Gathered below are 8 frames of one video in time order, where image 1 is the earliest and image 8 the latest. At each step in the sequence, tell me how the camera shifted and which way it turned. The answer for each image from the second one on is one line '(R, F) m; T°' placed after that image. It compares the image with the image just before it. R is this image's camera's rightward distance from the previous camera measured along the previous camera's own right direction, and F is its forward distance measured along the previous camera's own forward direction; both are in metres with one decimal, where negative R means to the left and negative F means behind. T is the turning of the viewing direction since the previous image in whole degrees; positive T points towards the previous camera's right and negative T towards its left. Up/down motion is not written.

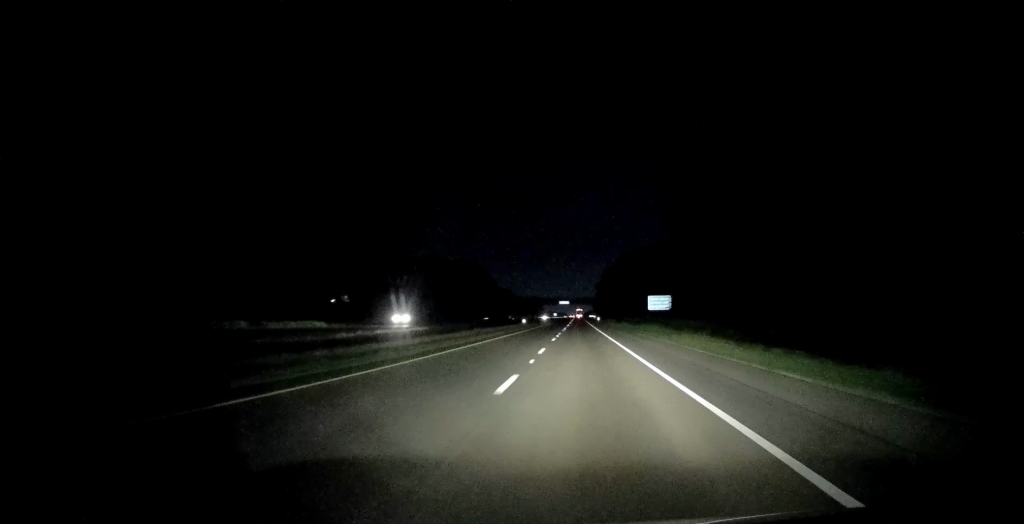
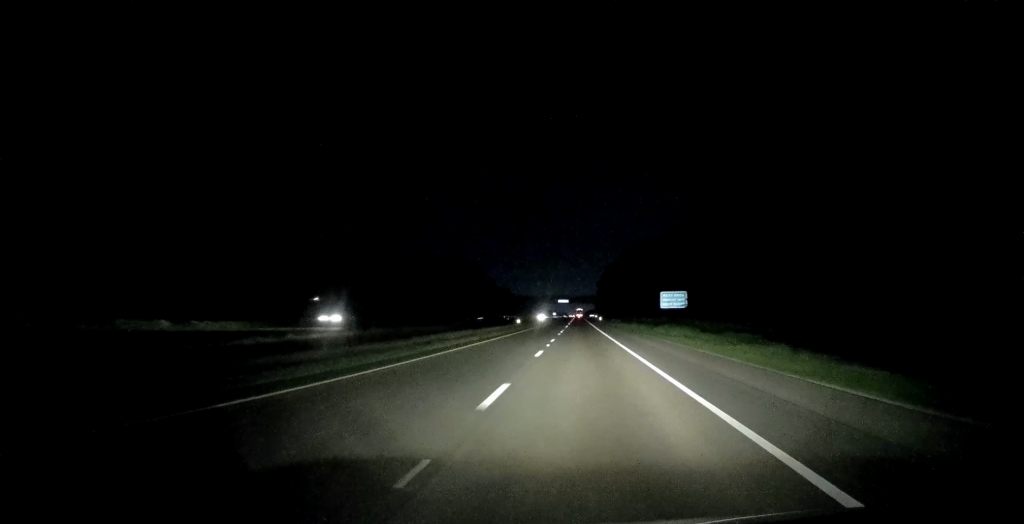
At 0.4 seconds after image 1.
(+0.3, +14.1) m; 0°
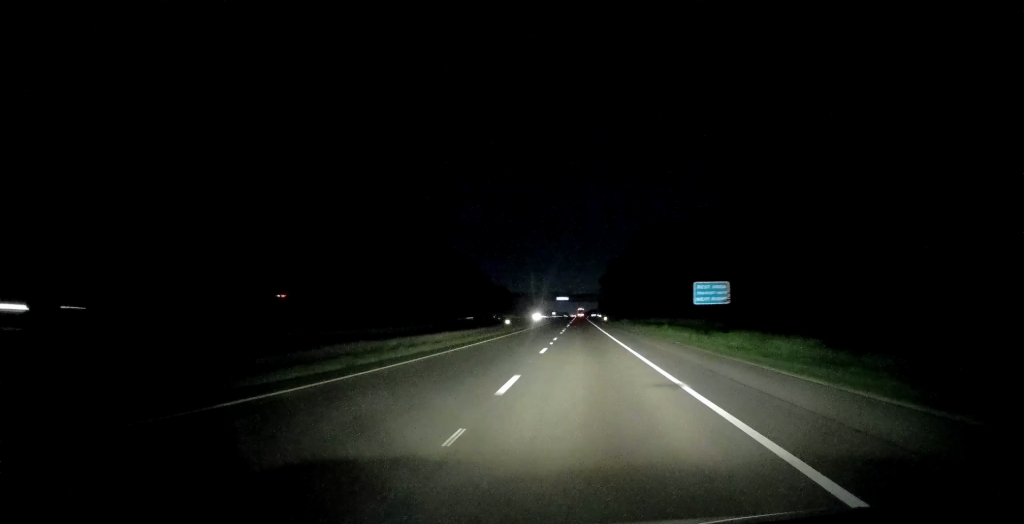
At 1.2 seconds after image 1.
(-0.4, +23.7) m; -1°
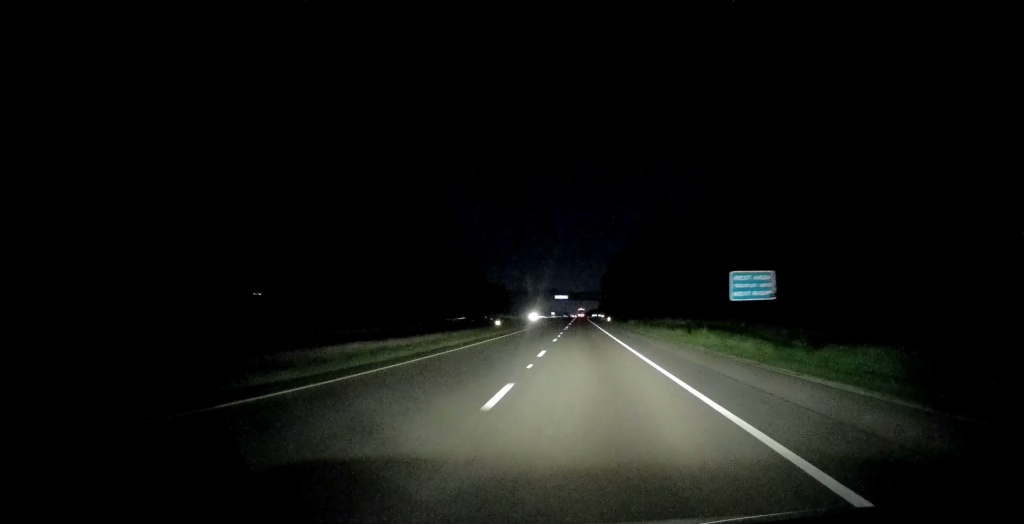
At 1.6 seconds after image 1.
(-0.2, +14.0) m; -1°
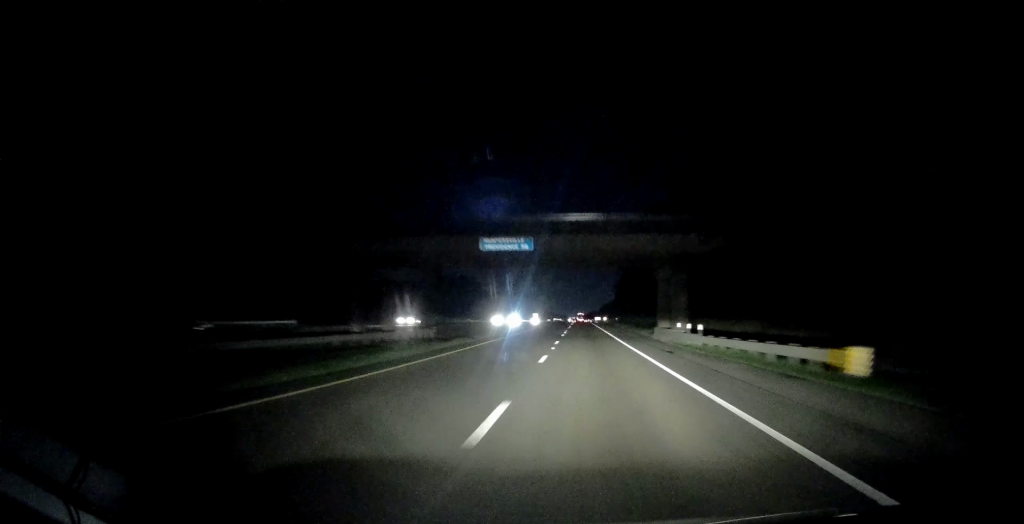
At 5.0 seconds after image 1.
(+1.9, +111.0) m; +1°
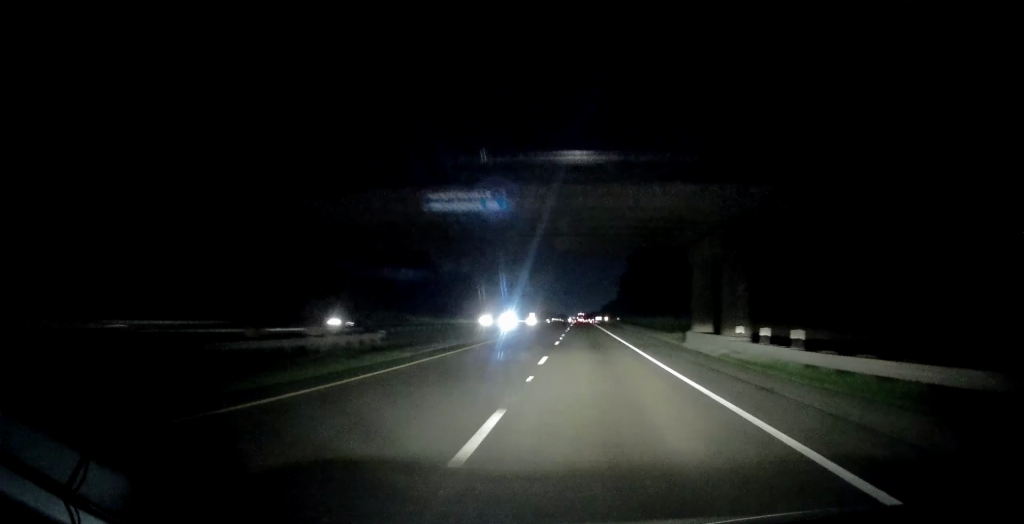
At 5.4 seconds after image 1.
(0.0, +13.0) m; 0°
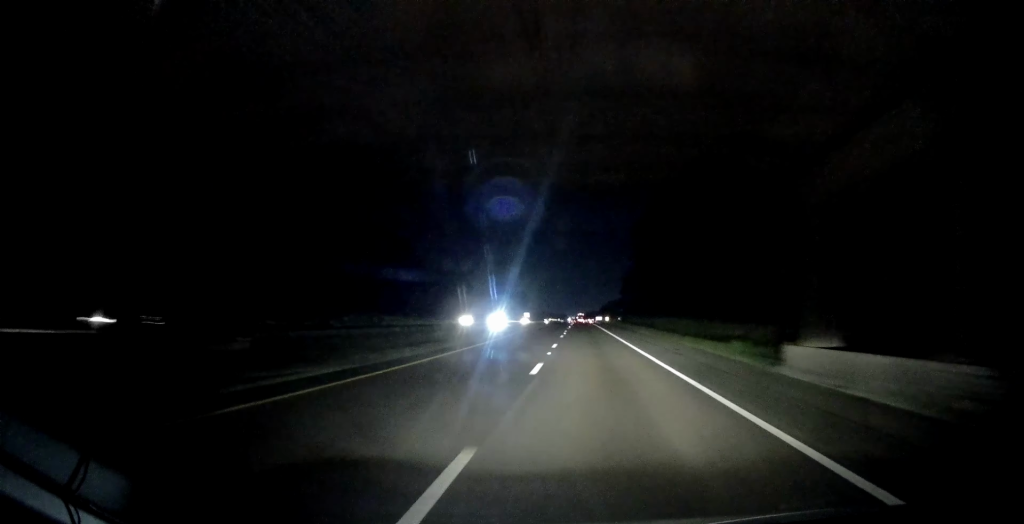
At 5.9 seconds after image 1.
(0.0, +15.1) m; 0°
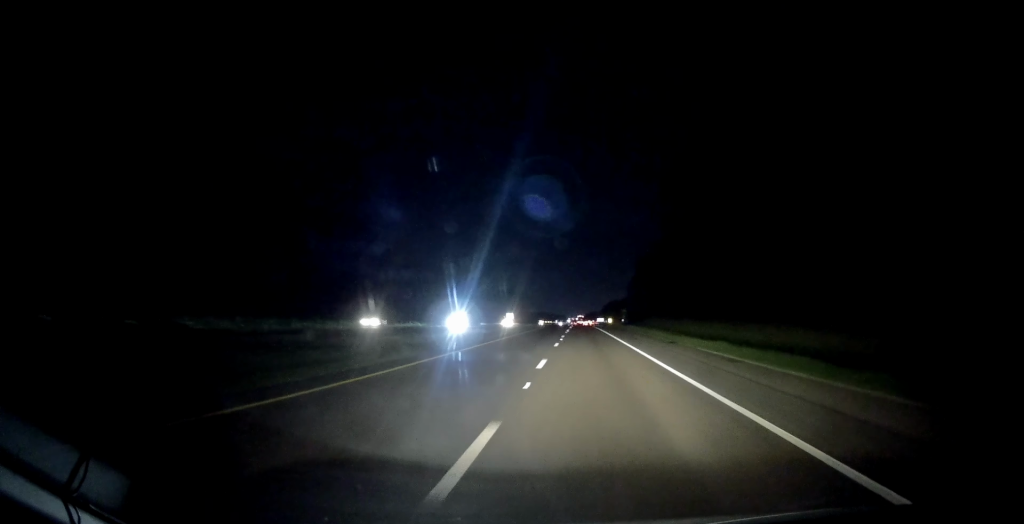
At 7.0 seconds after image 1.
(0.0, +34.5) m; 0°
